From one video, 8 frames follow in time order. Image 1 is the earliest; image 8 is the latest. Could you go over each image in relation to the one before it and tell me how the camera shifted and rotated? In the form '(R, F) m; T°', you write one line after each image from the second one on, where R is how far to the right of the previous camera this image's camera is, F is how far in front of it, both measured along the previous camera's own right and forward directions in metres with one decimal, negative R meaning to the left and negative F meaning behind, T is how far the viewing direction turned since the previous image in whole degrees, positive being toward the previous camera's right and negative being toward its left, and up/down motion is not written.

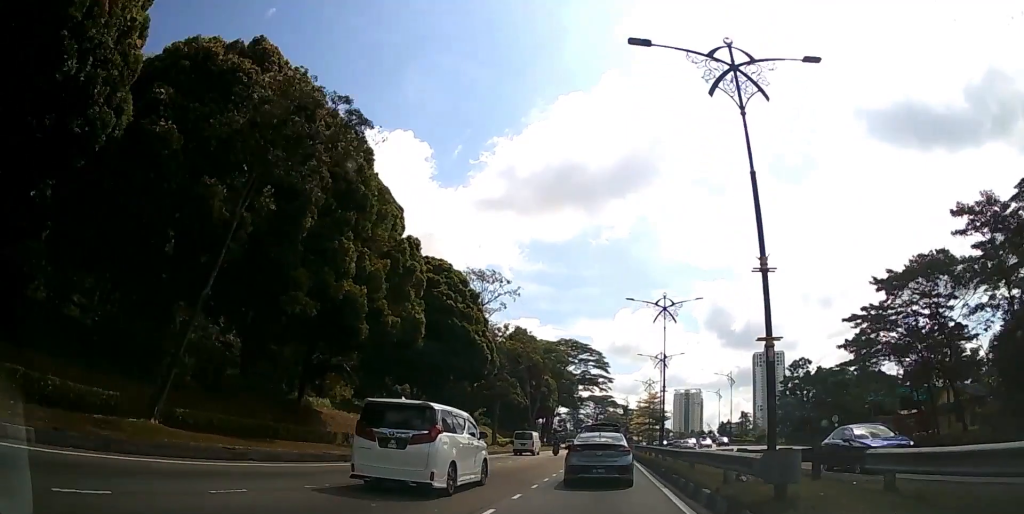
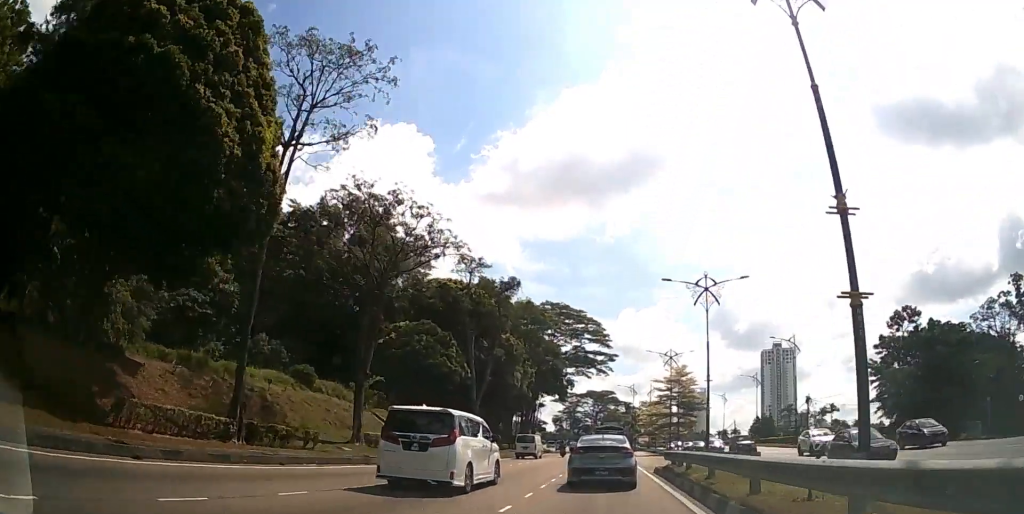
(+0.1, +33.9) m; 0°
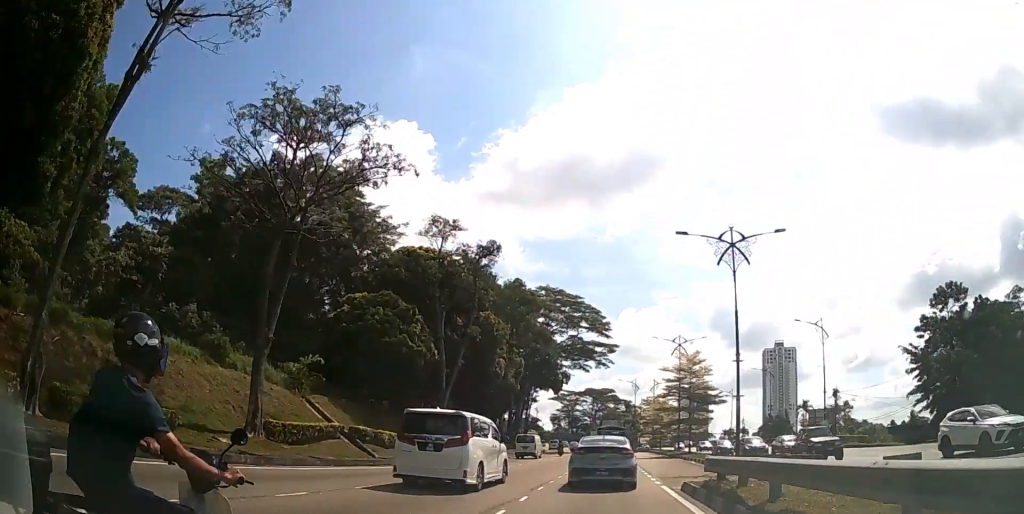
(0.0, +8.9) m; 0°
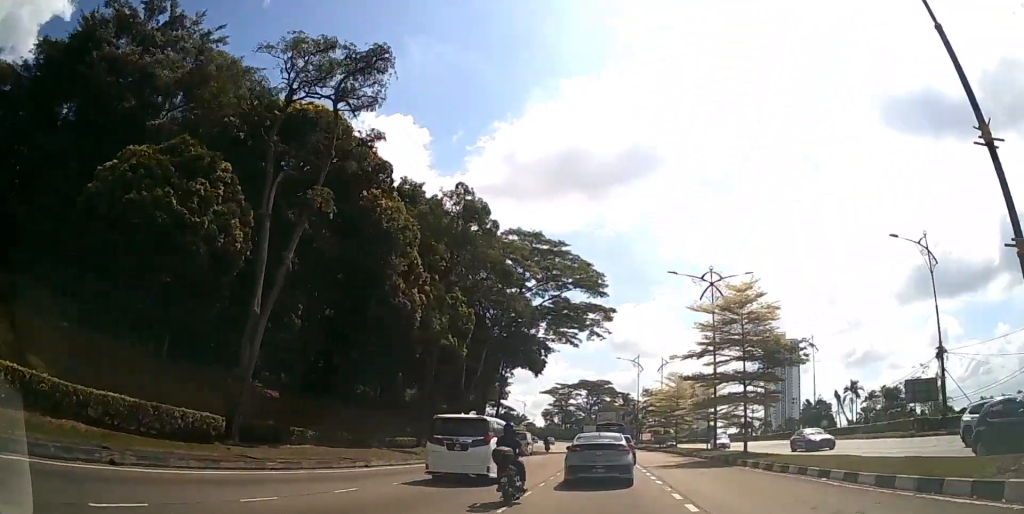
(+0.1, +22.0) m; 0°
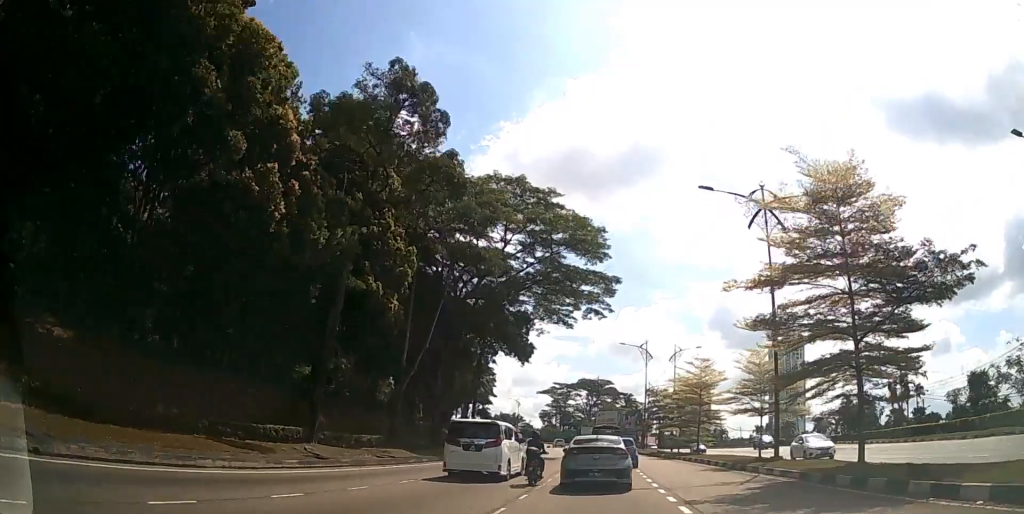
(0.0, +14.3) m; -1°
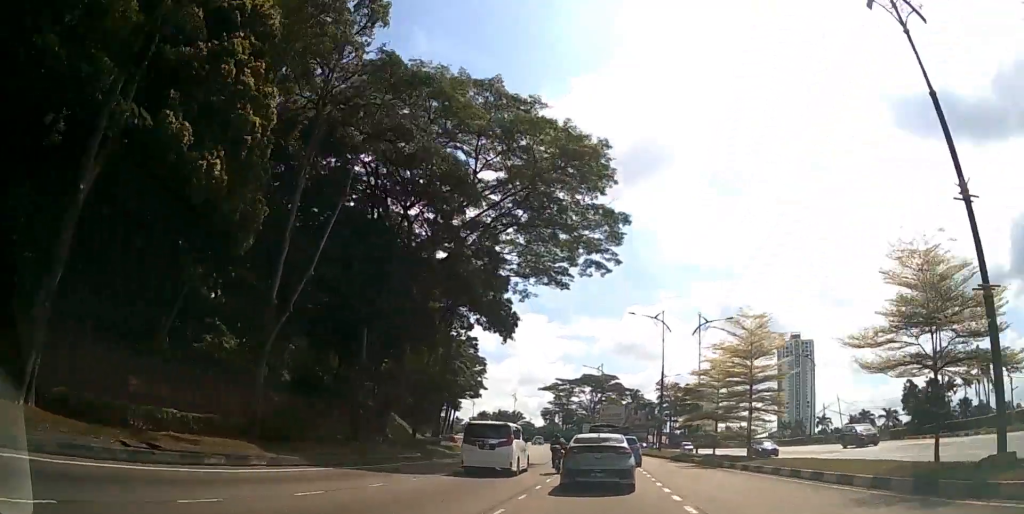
(-0.1, +14.7) m; -1°
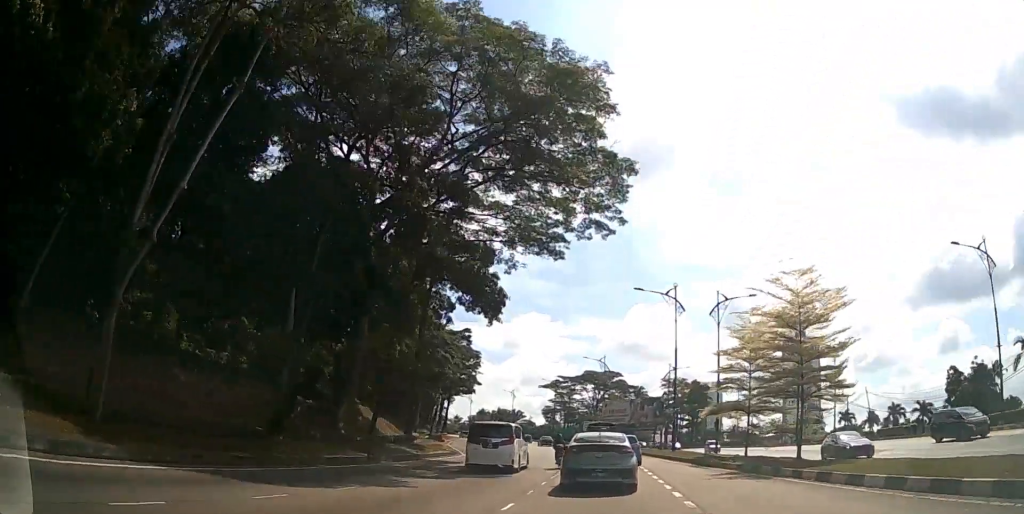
(-0.1, +7.8) m; 0°
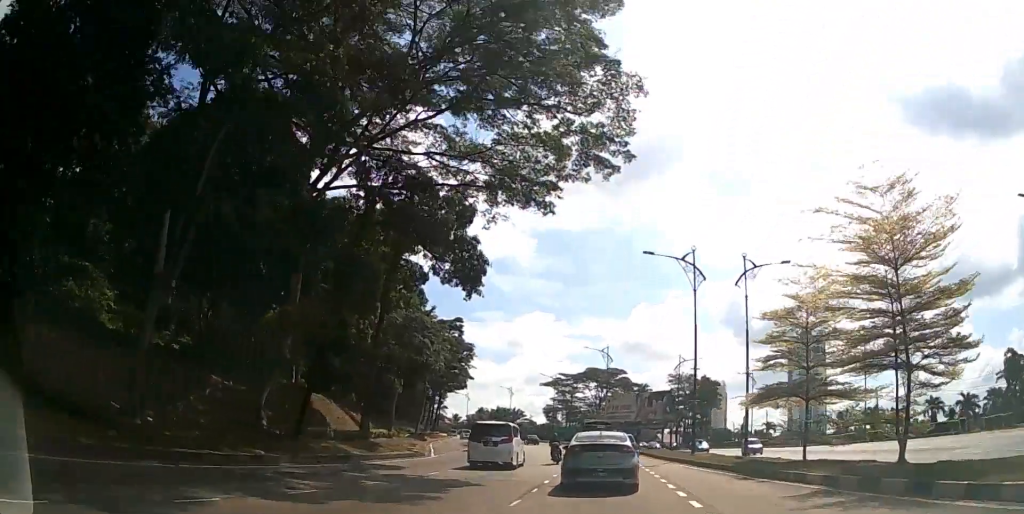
(0.0, +8.2) m; 0°
